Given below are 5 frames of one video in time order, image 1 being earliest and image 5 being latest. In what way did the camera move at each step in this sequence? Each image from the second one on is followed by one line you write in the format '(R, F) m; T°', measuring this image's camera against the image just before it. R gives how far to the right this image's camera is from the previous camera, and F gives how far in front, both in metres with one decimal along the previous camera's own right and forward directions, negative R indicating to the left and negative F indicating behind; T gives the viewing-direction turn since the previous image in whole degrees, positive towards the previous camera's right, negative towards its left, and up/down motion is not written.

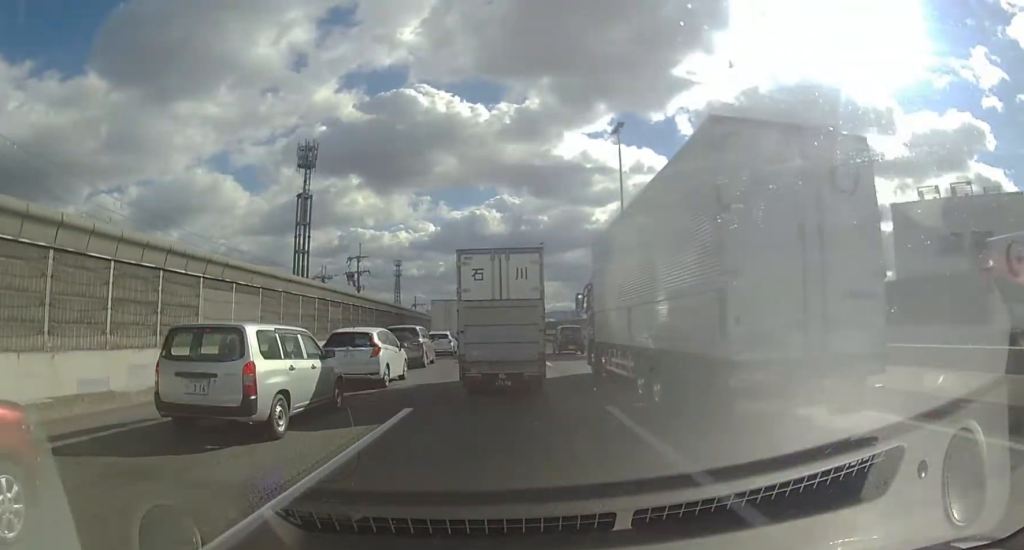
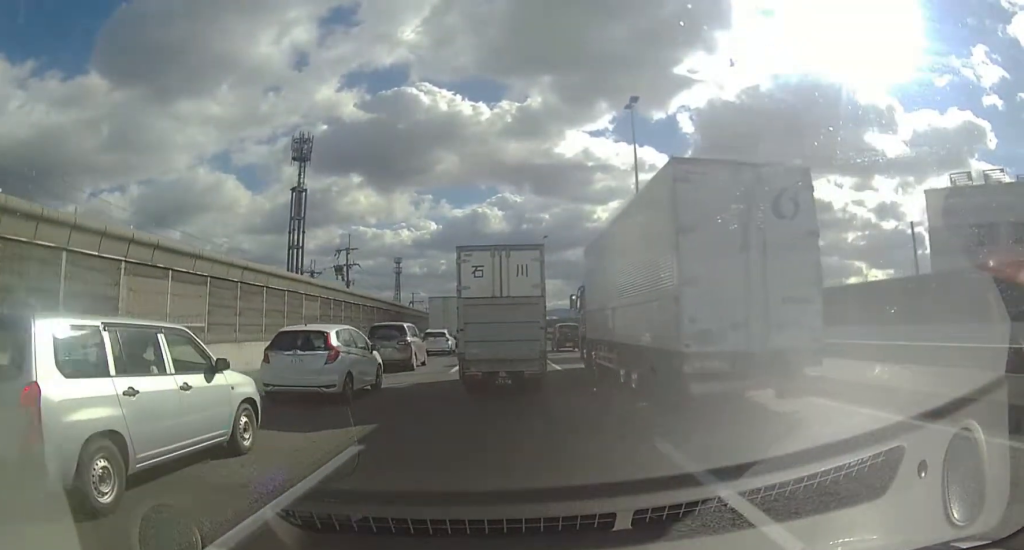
(0.0, +3.3) m; -1°
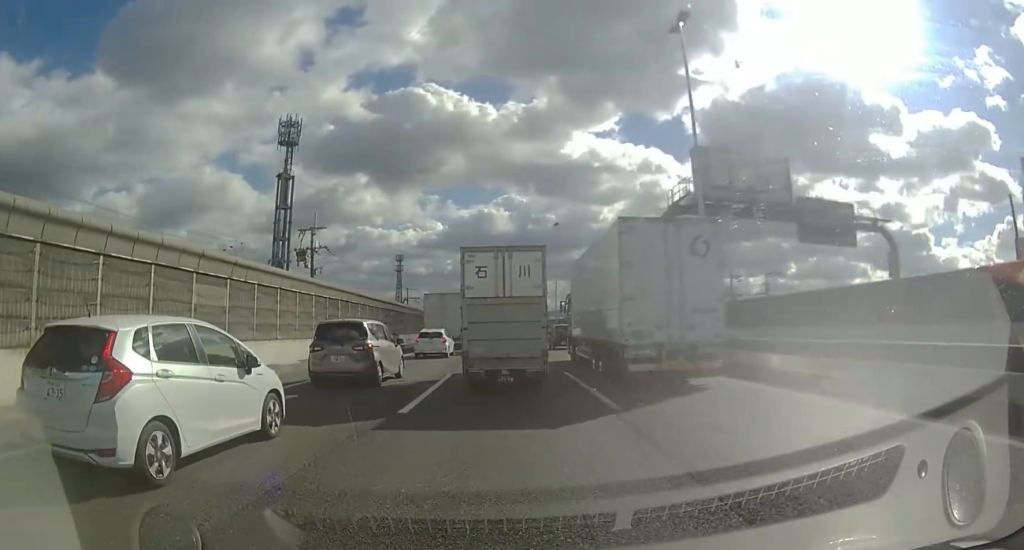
(-0.1, +9.3) m; -1°
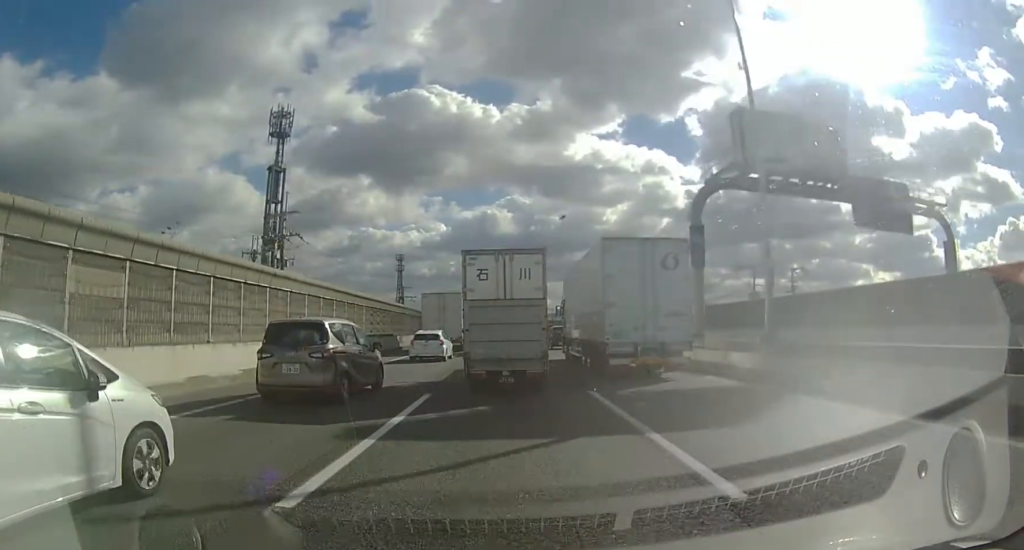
(0.0, +5.6) m; 0°
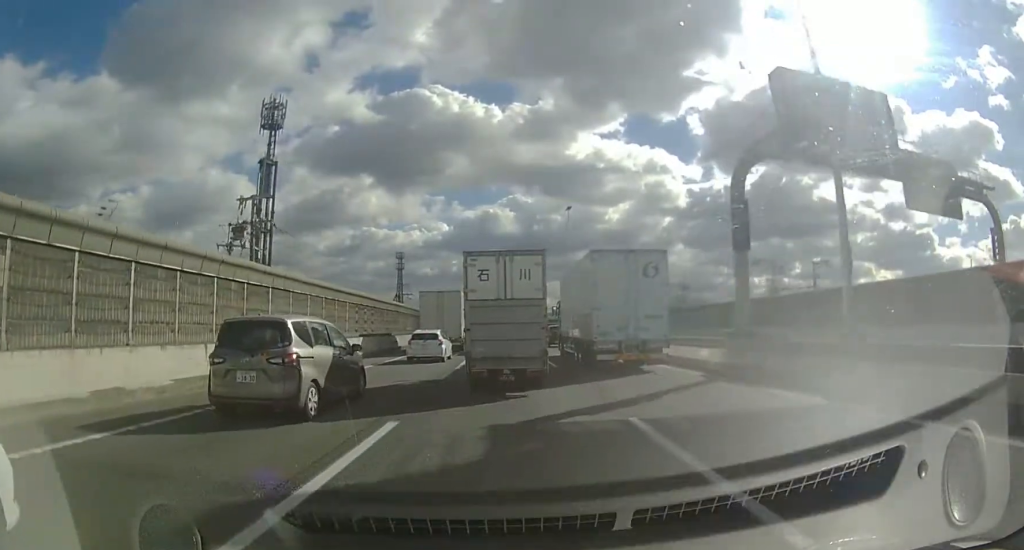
(0.0, +4.2) m; 0°
